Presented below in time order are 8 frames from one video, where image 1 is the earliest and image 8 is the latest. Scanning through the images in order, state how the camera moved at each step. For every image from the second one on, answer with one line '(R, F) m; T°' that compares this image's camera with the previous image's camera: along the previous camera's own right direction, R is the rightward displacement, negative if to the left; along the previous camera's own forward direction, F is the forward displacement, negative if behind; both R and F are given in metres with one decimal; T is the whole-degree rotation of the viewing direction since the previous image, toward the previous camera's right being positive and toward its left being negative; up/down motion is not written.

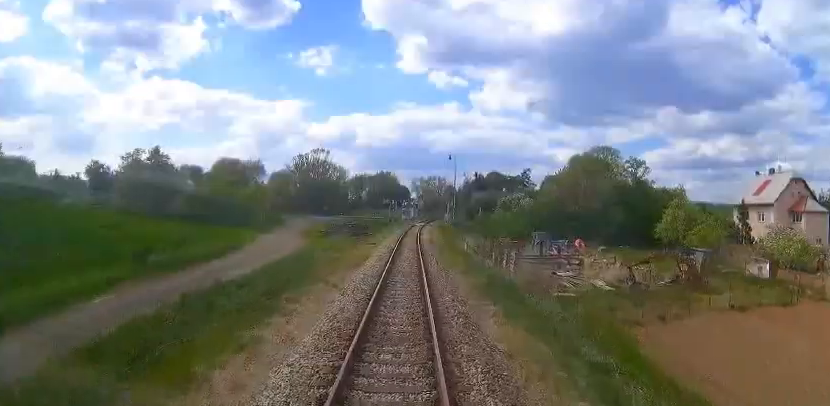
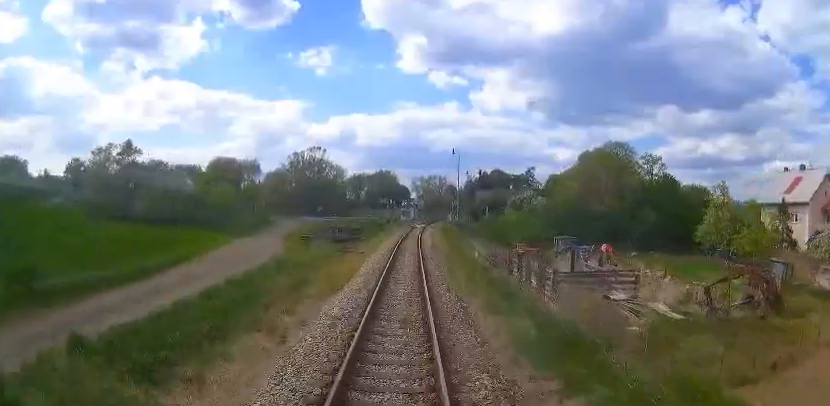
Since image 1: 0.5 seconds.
(0.0, +6.8) m; 0°
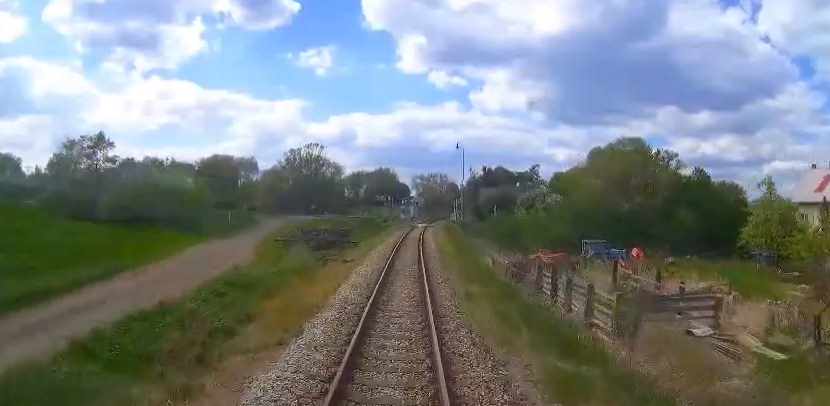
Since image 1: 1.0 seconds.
(-0.1, +5.9) m; +1°
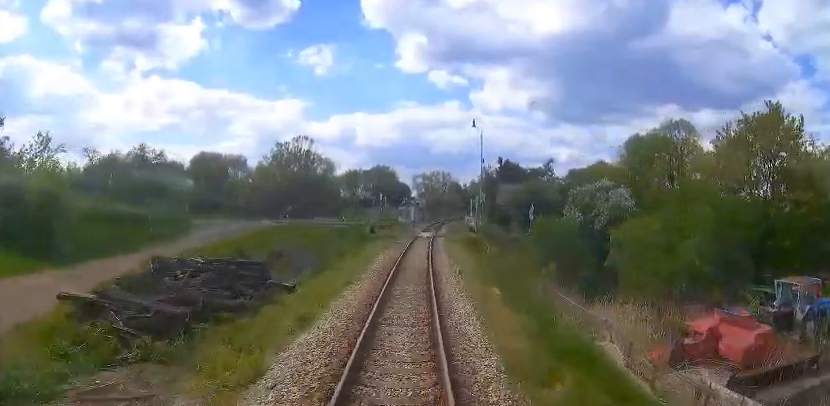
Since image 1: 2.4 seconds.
(+0.5, +17.5) m; +3°
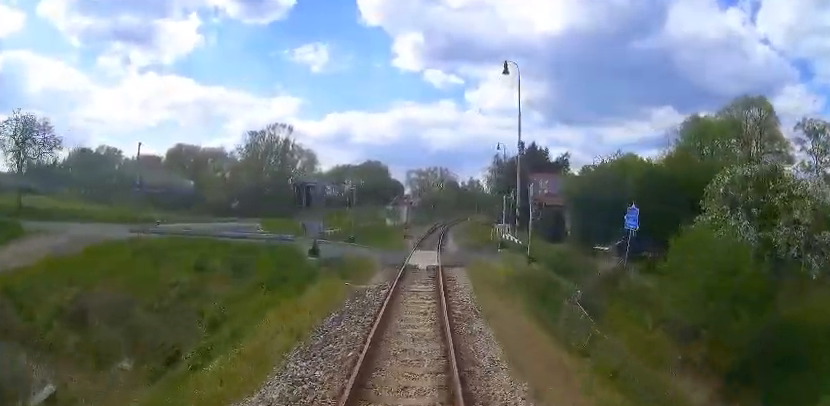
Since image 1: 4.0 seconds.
(-0.7, +20.0) m; 0°
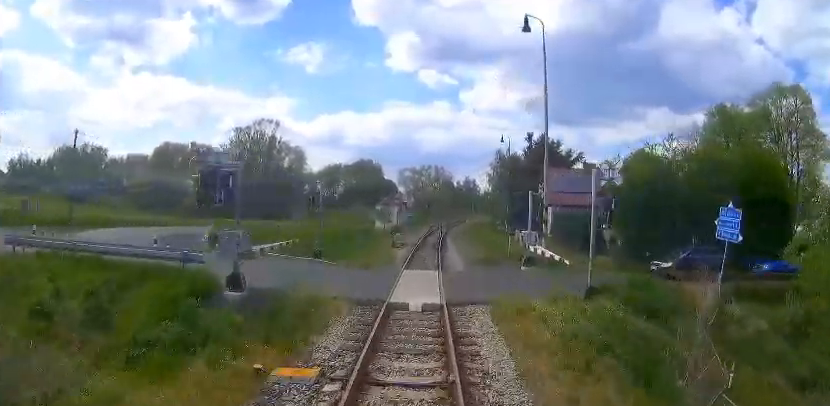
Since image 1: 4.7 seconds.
(+0.1, +7.6) m; +2°
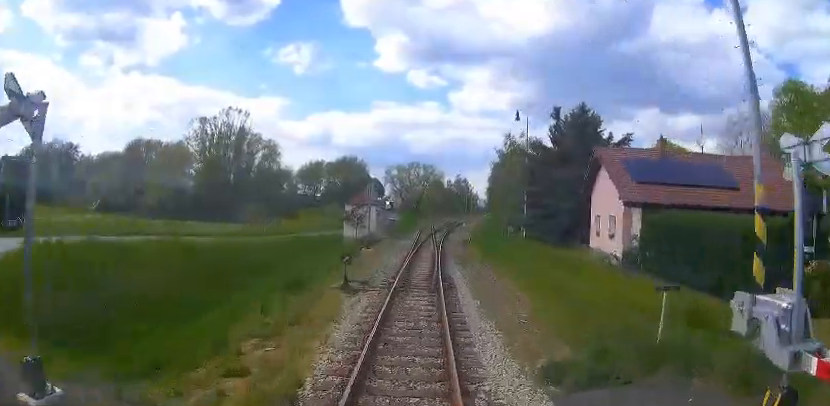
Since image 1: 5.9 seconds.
(+0.6, +15.0) m; +1°
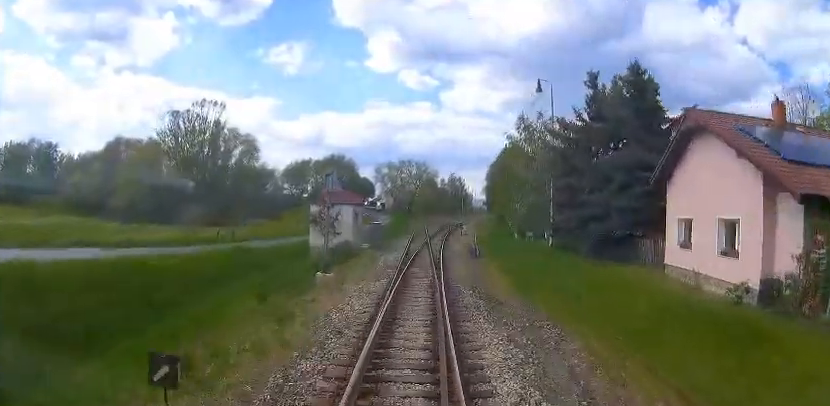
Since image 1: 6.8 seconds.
(-0.1, +10.3) m; -1°
